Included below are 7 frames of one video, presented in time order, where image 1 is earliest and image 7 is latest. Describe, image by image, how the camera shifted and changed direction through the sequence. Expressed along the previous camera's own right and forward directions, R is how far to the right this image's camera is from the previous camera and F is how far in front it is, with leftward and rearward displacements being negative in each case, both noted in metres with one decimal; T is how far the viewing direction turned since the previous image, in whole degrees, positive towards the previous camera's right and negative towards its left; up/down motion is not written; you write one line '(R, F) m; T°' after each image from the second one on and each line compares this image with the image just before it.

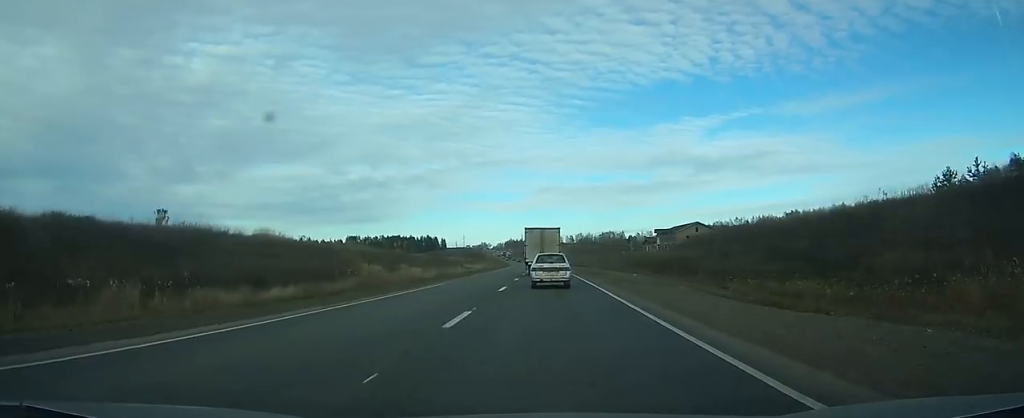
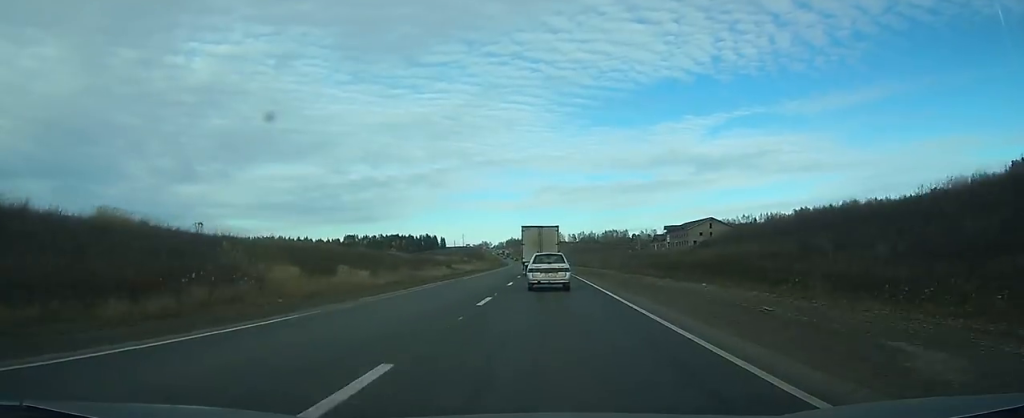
(0.0, +19.5) m; 0°
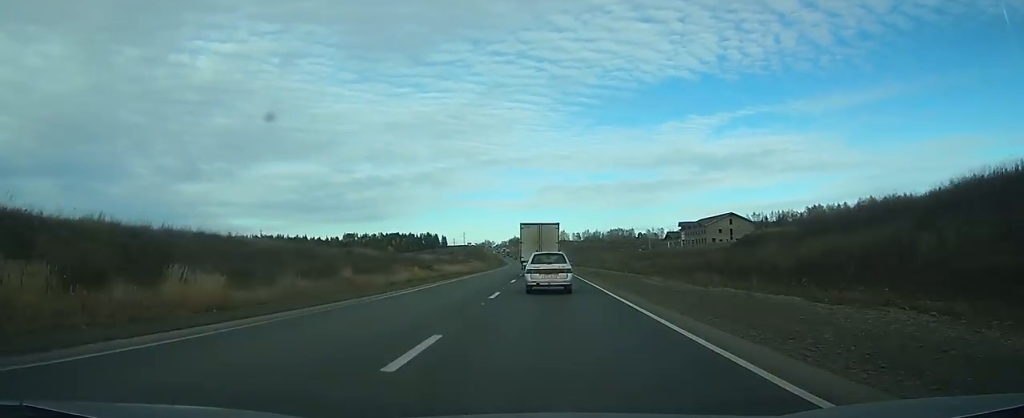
(+0.1, +22.0) m; 0°
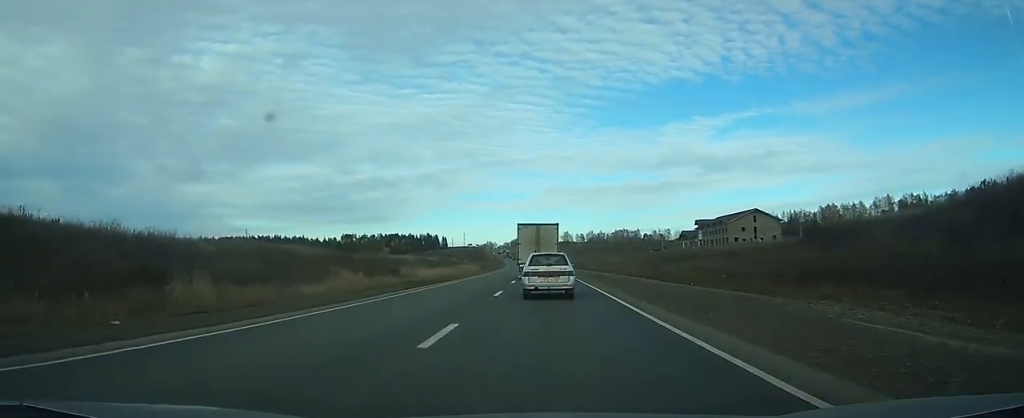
(-0.1, +23.3) m; -1°
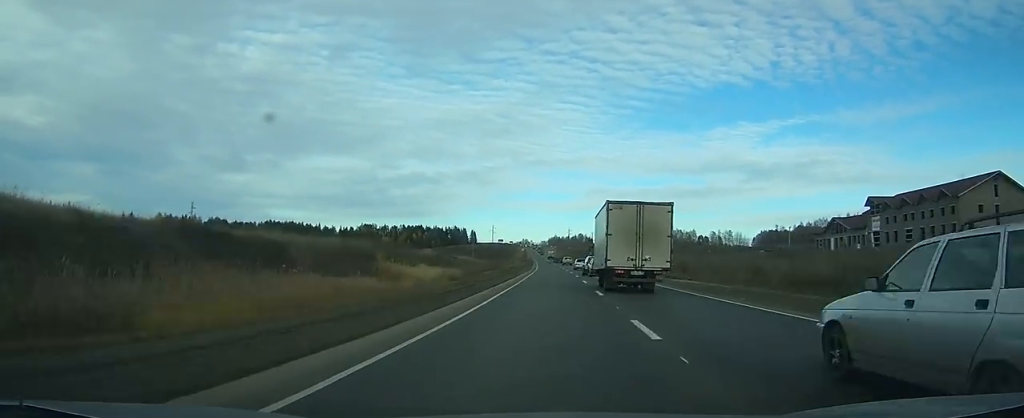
(-2.8, +94.3) m; -3°
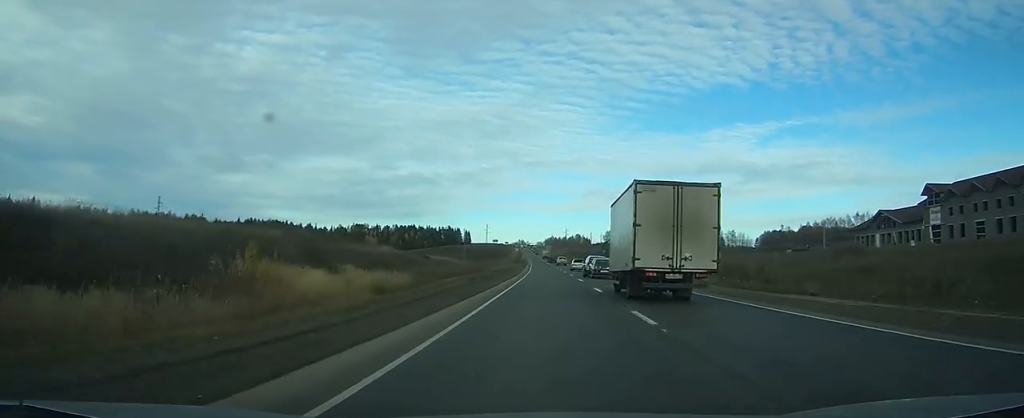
(-0.1, +20.6) m; 0°
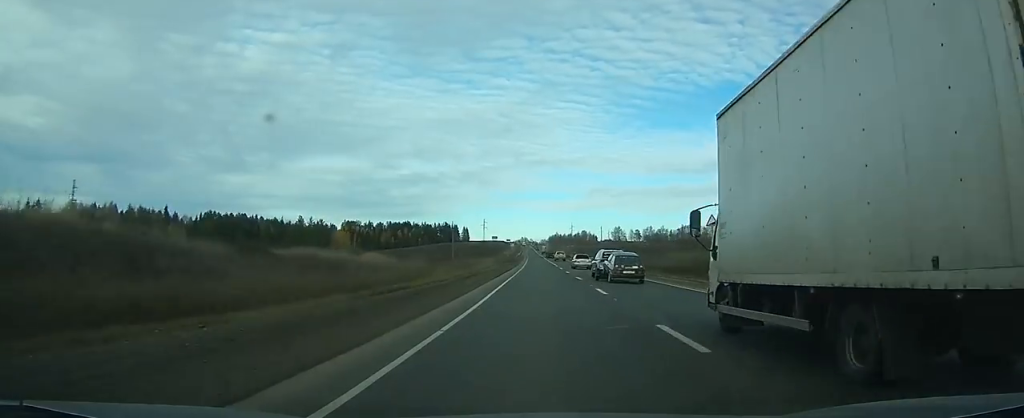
(0.0, +49.1) m; 0°
